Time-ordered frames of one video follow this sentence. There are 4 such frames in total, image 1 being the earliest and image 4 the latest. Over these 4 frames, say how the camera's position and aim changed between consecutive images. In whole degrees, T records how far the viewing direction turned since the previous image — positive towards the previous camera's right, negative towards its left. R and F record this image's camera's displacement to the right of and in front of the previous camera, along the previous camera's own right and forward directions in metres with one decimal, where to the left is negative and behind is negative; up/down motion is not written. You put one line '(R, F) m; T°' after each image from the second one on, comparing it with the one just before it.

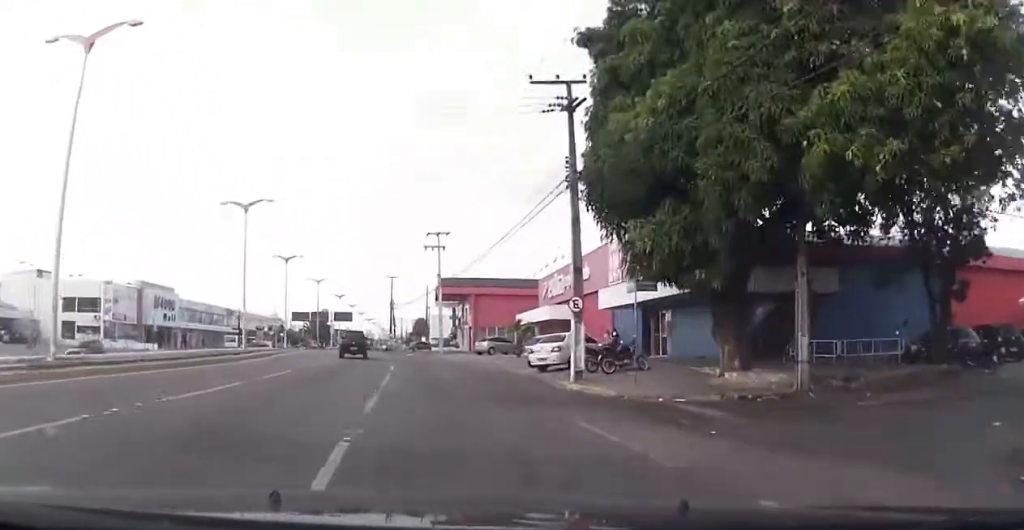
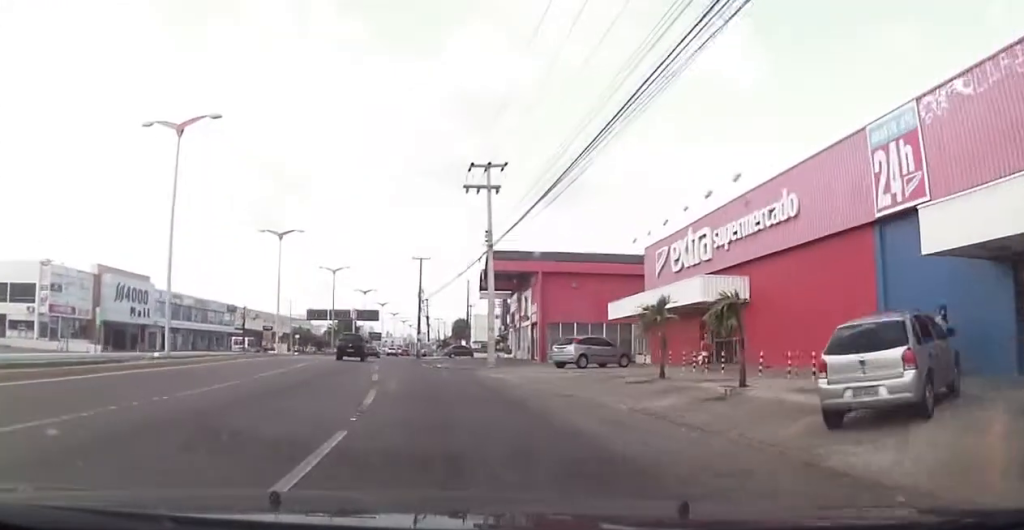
(-0.9, +24.3) m; -3°
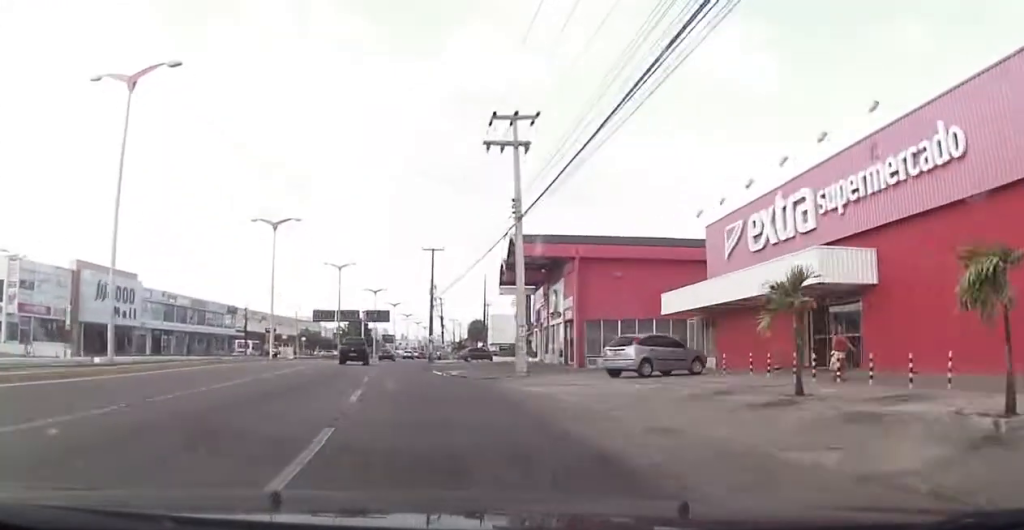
(0.0, +8.2) m; -1°
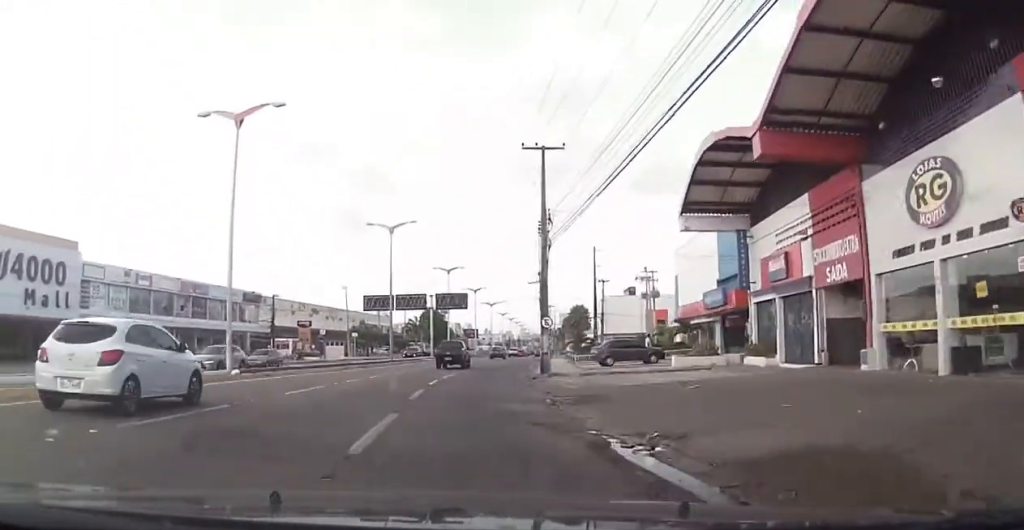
(-2.5, +31.1) m; -7°
